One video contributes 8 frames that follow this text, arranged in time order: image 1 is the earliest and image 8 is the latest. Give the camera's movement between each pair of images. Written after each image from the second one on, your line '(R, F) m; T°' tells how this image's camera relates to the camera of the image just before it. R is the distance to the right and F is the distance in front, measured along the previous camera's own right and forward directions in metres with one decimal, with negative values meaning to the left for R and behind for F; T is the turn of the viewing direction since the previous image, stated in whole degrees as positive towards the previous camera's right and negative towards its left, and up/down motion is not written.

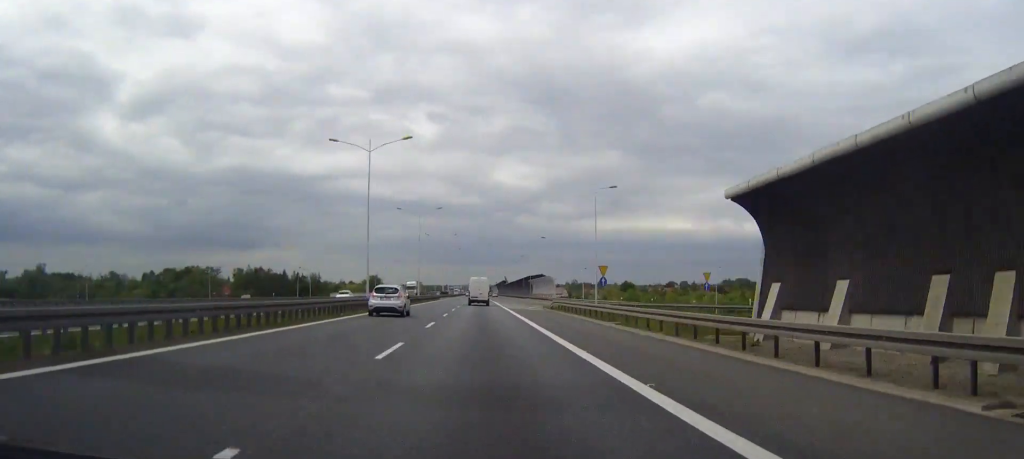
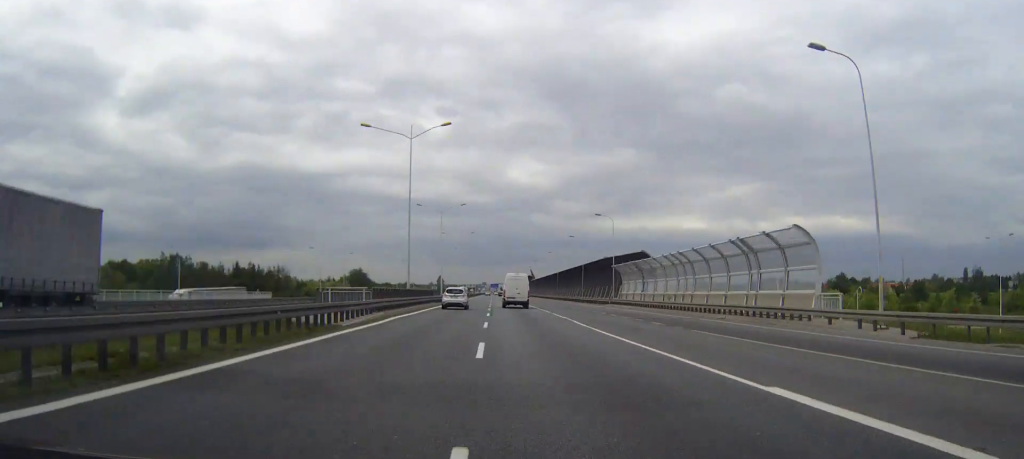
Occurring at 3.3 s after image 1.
(-0.5, +95.0) m; 0°
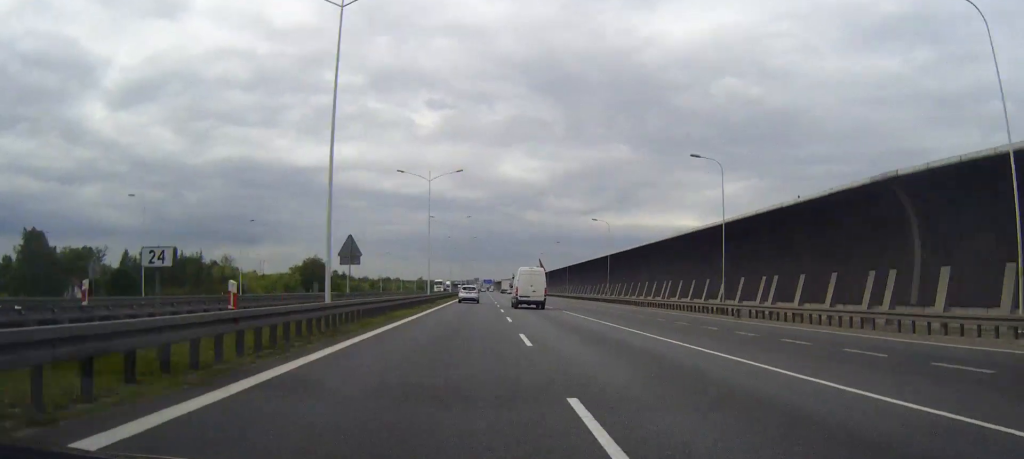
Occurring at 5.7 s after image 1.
(+0.5, +69.1) m; 0°
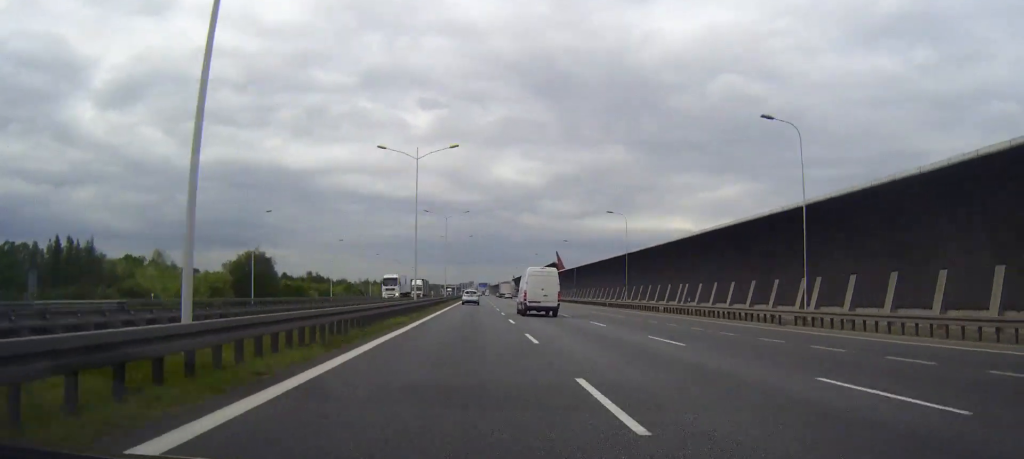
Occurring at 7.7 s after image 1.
(+0.1, +57.5) m; 0°
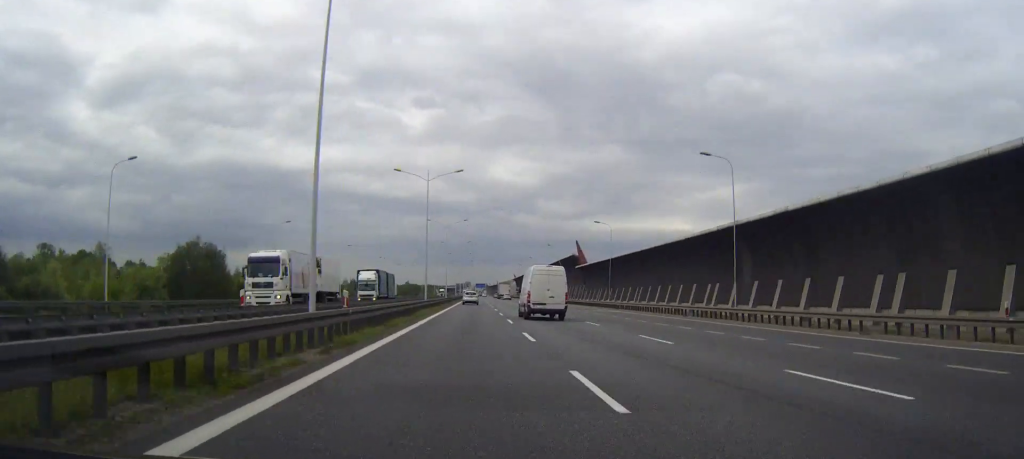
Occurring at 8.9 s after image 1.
(0.0, +34.6) m; 0°
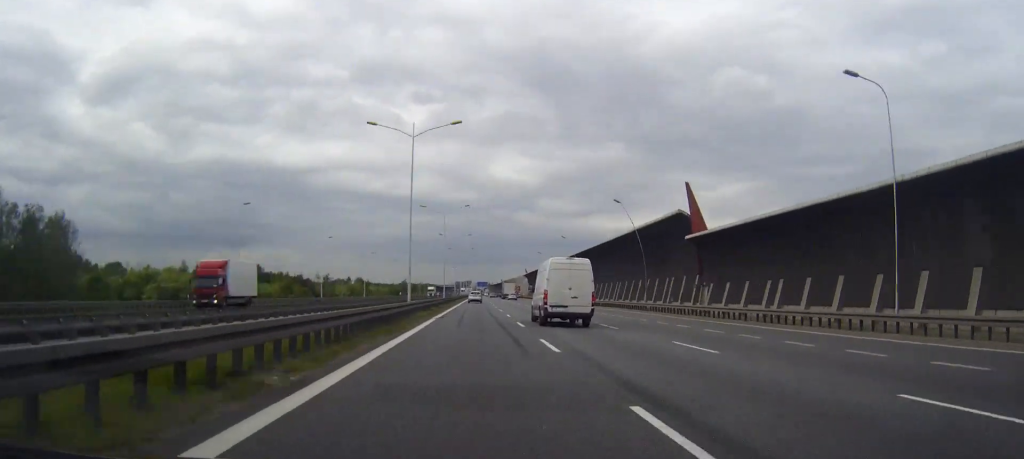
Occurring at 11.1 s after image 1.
(0.0, +63.3) m; 0°
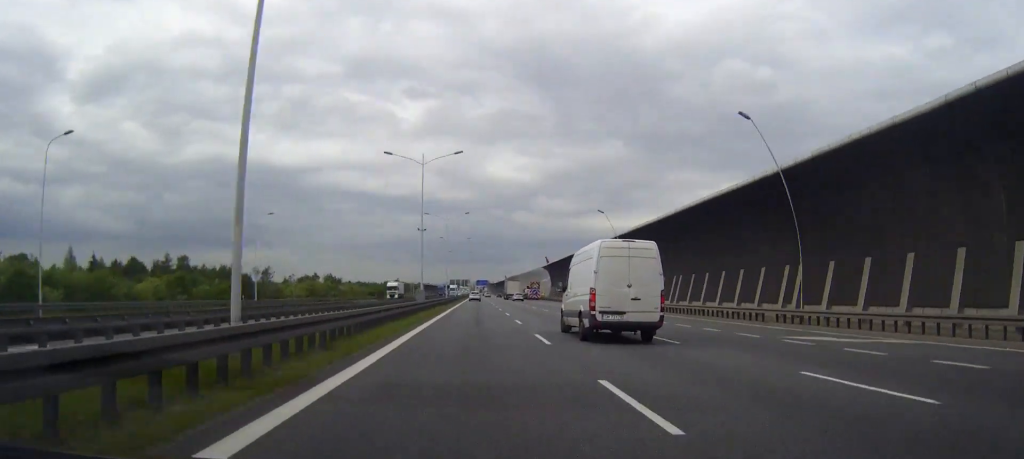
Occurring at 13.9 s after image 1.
(+0.1, +80.5) m; 0°
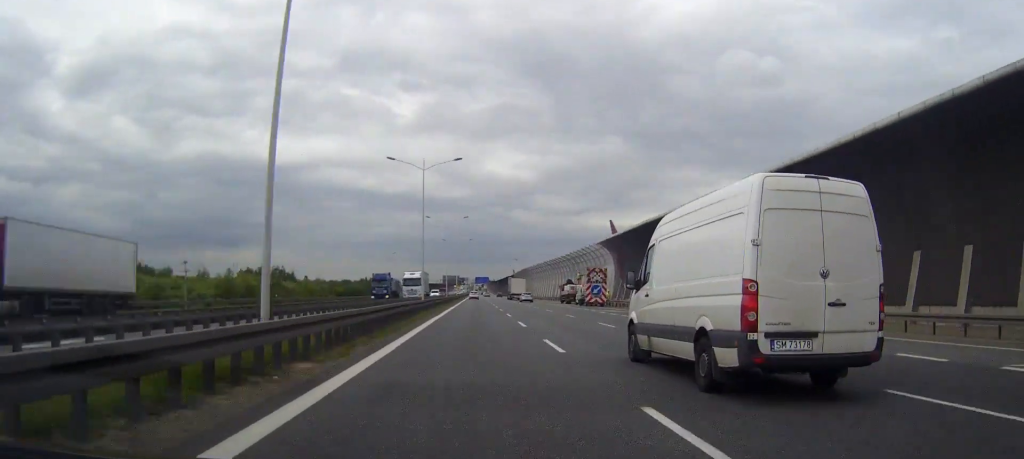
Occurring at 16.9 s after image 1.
(0.0, +86.3) m; 0°
